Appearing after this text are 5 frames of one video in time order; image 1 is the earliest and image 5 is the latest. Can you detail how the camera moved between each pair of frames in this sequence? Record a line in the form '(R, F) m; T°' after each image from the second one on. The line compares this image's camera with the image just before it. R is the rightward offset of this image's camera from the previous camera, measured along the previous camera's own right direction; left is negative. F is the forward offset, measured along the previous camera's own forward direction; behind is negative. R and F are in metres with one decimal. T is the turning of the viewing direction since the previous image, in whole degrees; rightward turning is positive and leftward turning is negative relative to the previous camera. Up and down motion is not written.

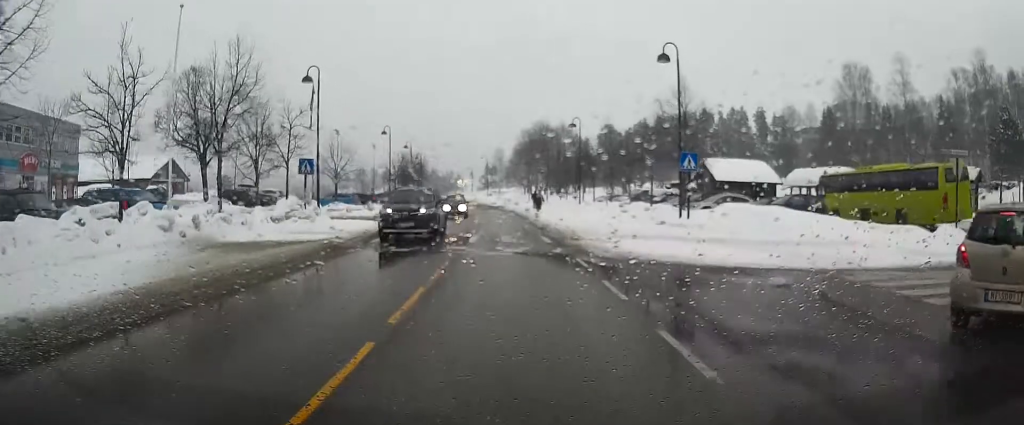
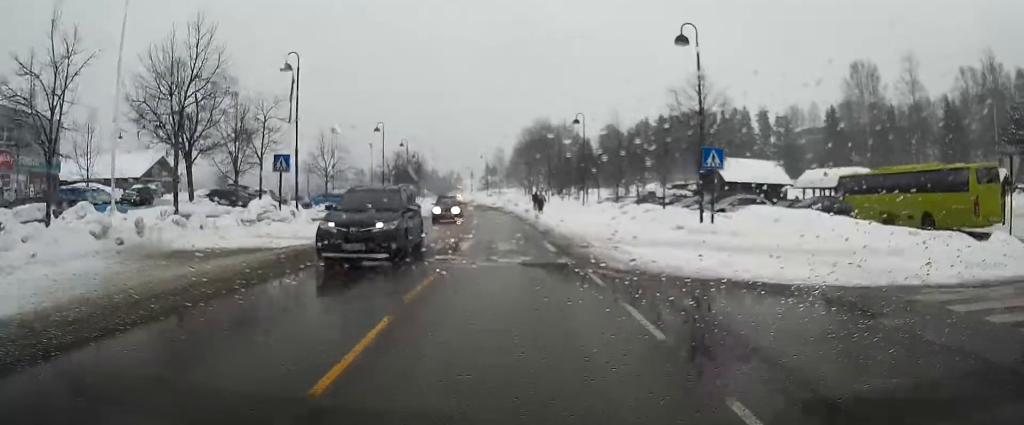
(0.0, +2.7) m; 0°
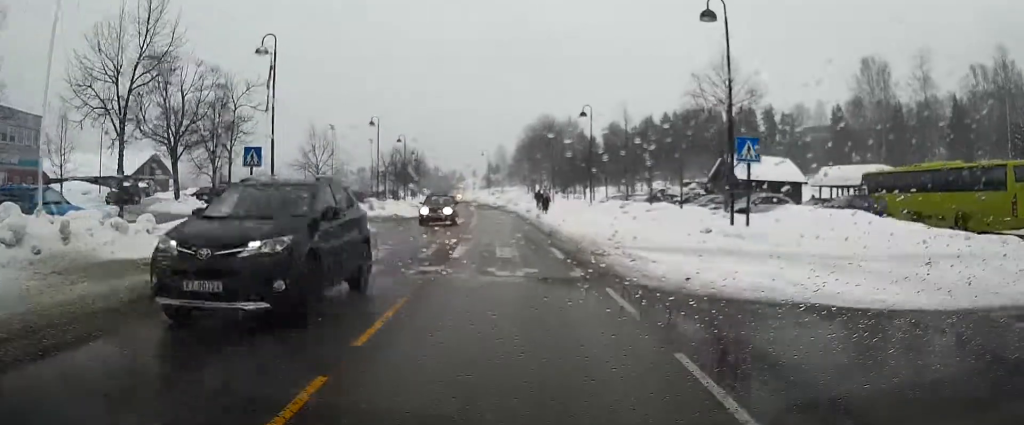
(0.0, +2.7) m; 0°
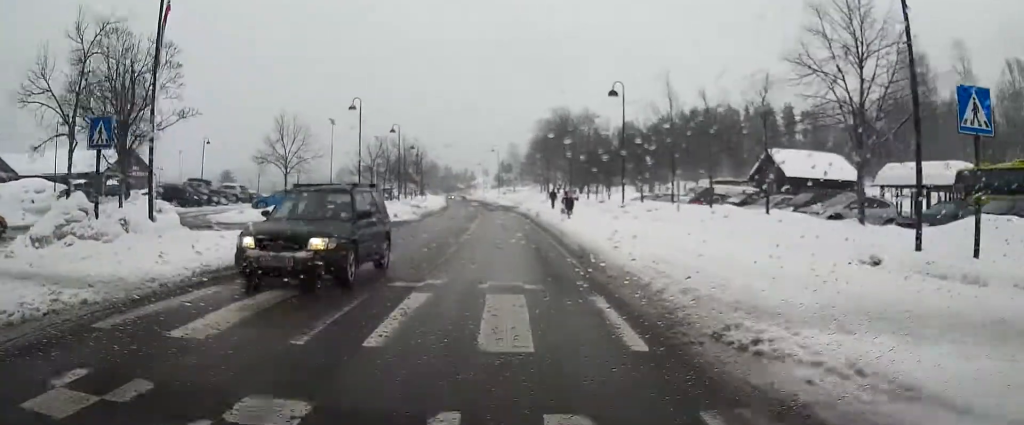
(+0.1, +8.1) m; 0°
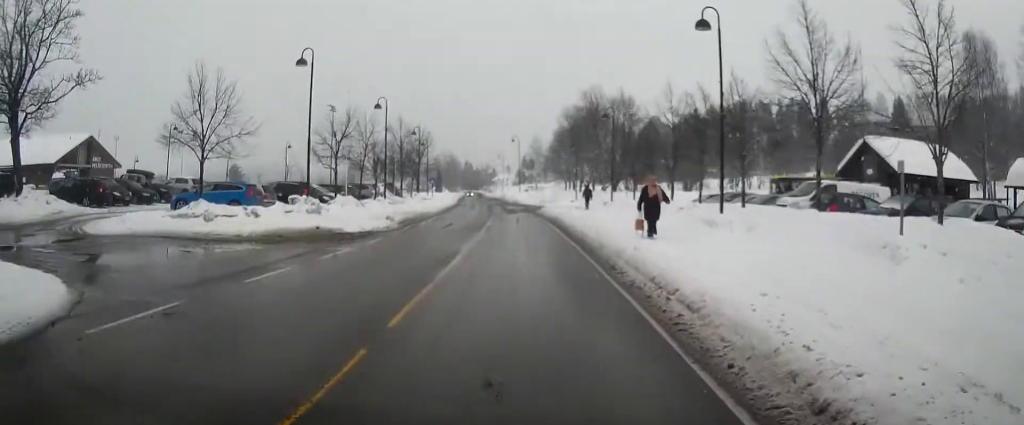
(-0.4, +12.2) m; -3°
